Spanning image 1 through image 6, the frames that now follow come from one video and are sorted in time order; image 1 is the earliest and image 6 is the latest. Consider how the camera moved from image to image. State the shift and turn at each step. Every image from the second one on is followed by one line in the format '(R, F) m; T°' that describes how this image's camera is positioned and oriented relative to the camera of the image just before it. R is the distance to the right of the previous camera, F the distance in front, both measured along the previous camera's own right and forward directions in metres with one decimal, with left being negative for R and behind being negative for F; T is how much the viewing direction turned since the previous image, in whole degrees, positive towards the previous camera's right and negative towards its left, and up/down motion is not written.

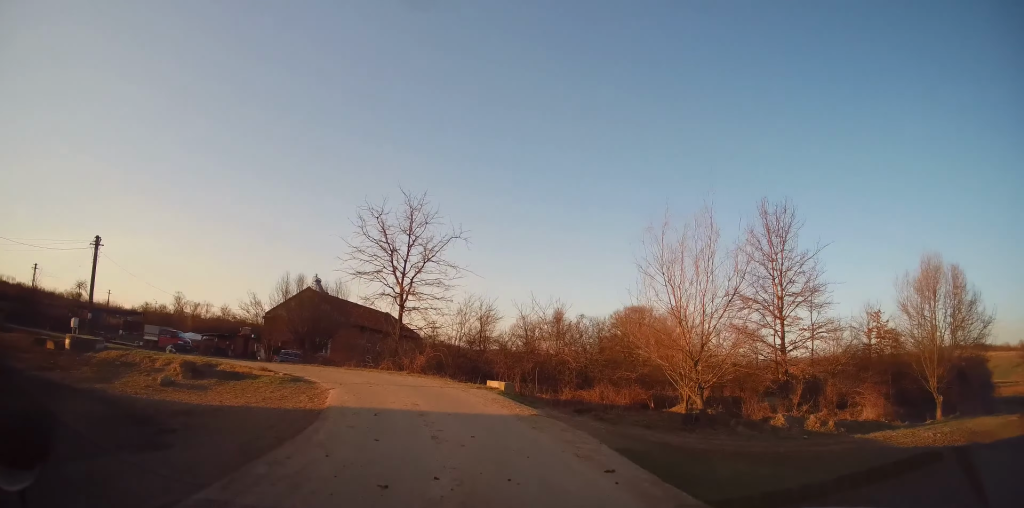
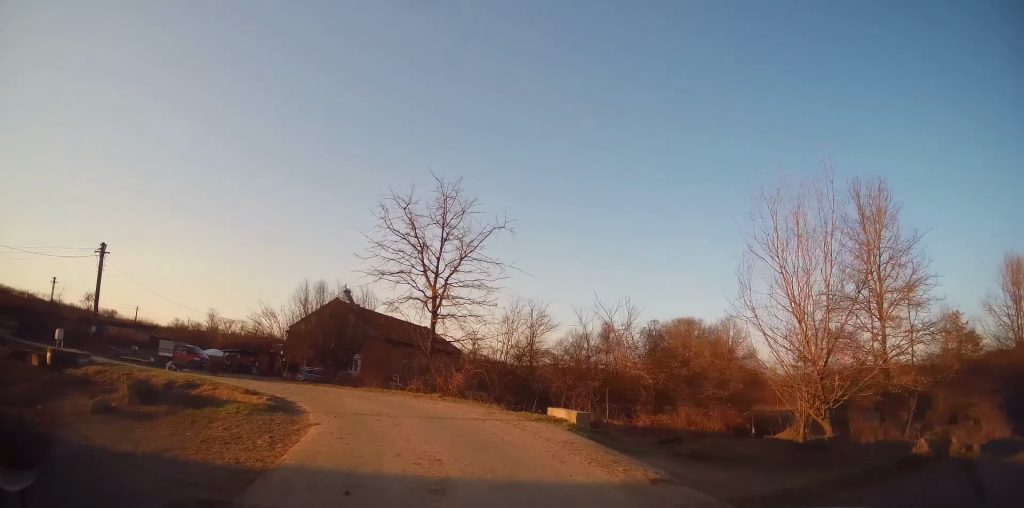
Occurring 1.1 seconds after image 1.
(+0.1, +4.7) m; -4°
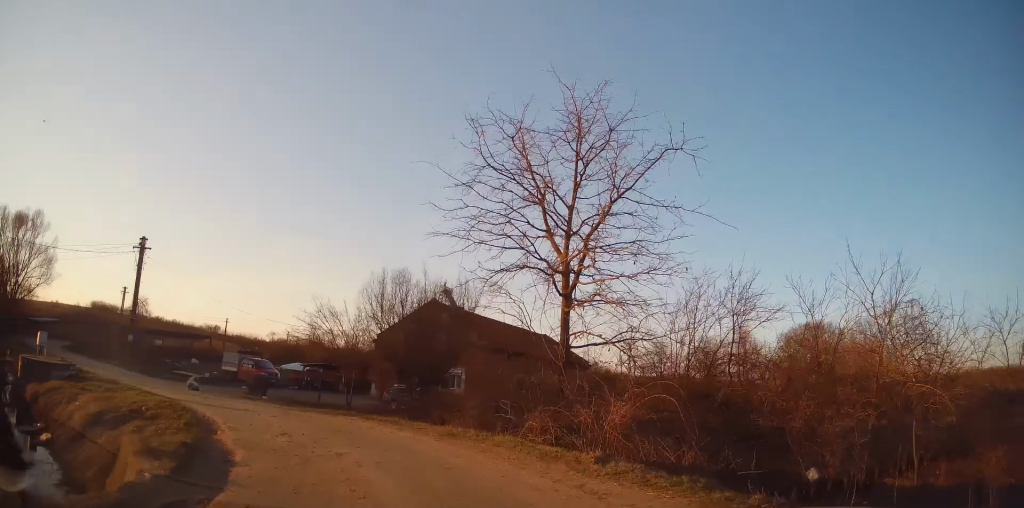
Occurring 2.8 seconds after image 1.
(-0.5, +8.4) m; -8°
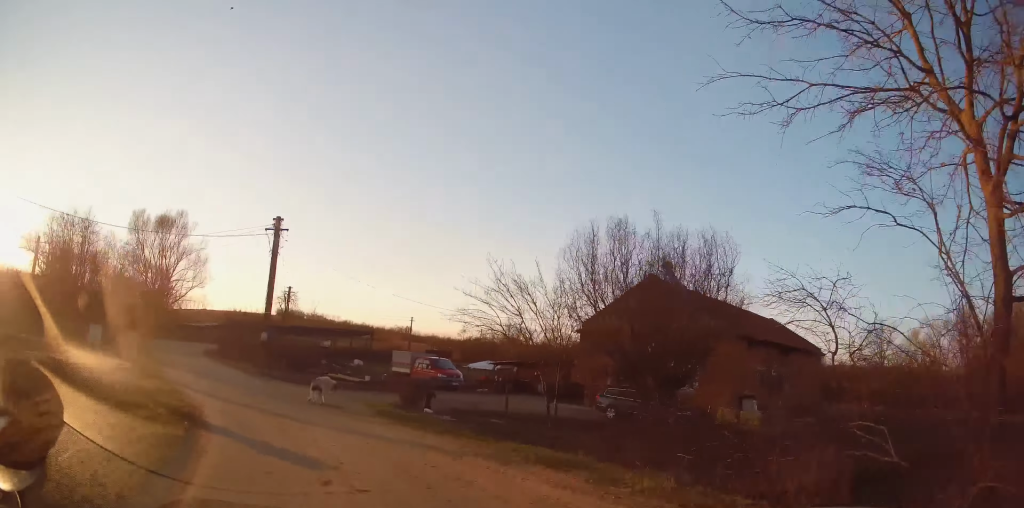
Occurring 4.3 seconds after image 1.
(-1.3, +7.1) m; -24°
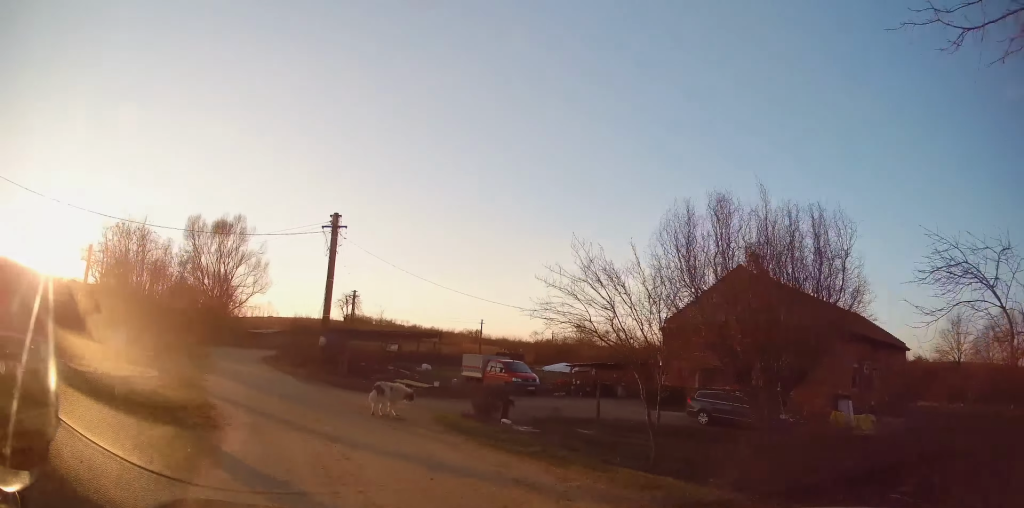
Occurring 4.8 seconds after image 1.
(-0.2, +2.4) m; -9°
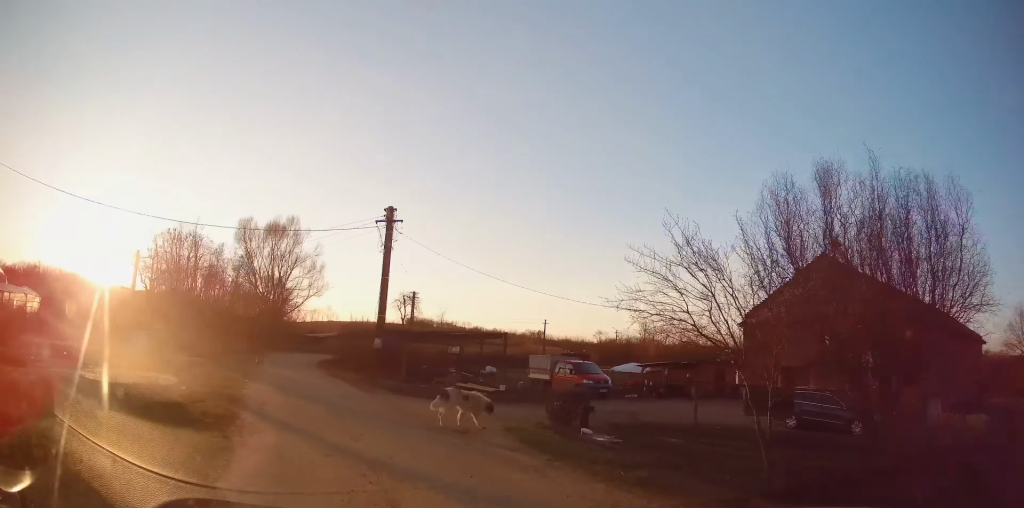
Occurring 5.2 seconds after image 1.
(-0.1, +2.1) m; -6°
